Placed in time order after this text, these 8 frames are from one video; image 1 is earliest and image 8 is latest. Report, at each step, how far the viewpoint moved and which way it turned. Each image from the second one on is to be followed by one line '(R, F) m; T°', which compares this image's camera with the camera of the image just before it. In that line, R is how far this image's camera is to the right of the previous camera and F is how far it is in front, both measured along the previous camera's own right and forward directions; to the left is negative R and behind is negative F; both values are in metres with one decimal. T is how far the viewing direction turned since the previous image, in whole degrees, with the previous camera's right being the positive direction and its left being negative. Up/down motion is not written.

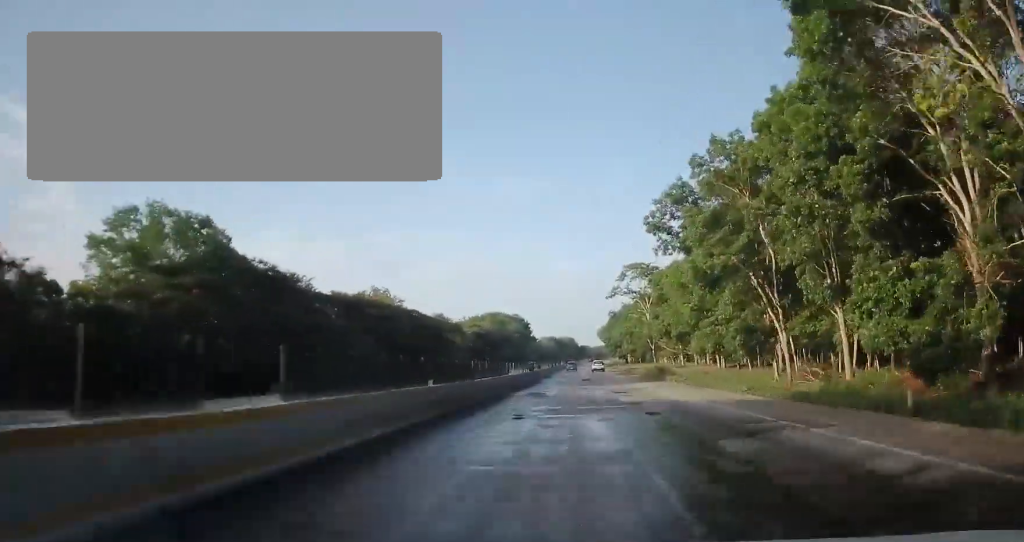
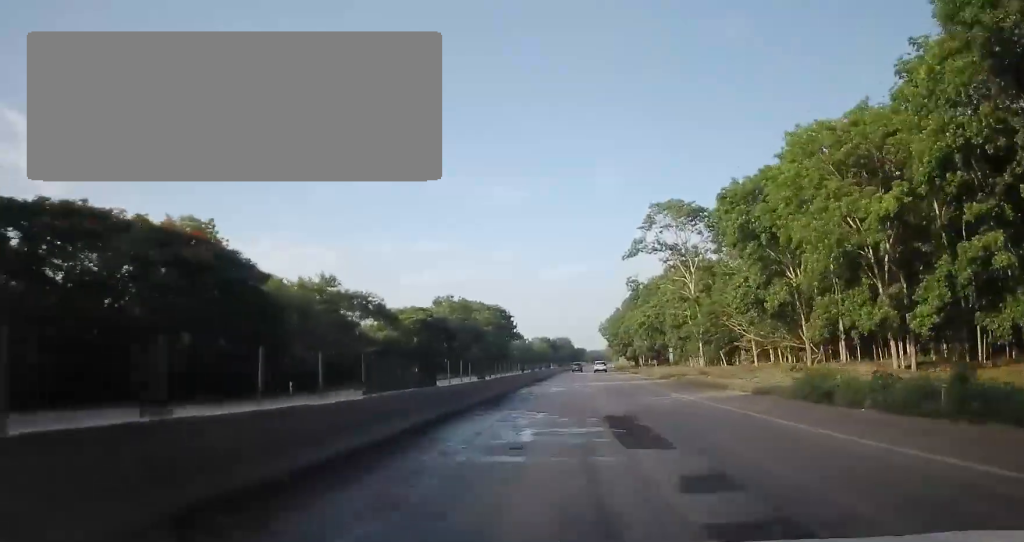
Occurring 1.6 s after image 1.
(+0.1, +42.4) m; -2°
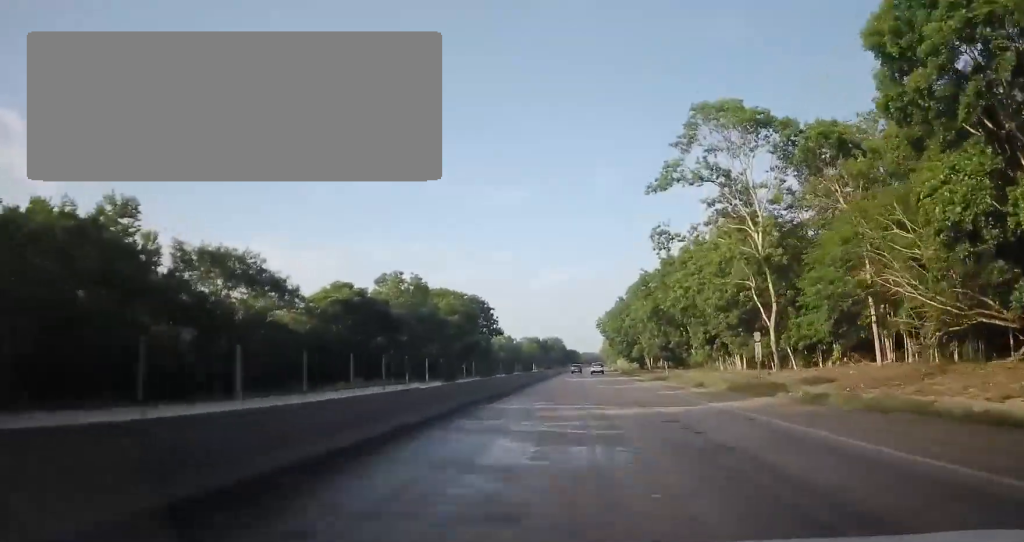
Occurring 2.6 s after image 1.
(-0.5, +25.2) m; 0°
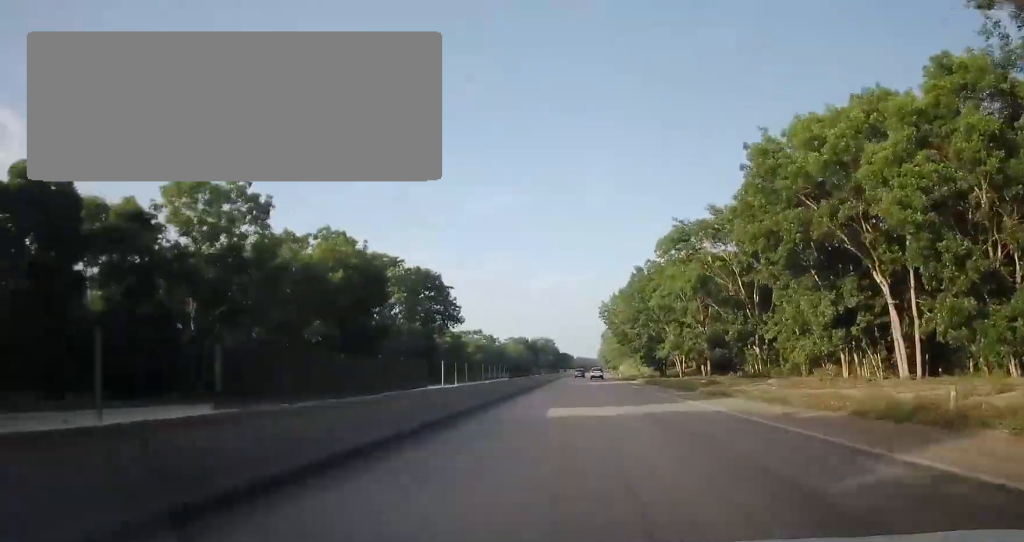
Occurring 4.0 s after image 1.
(+1.3, +37.8) m; +2°
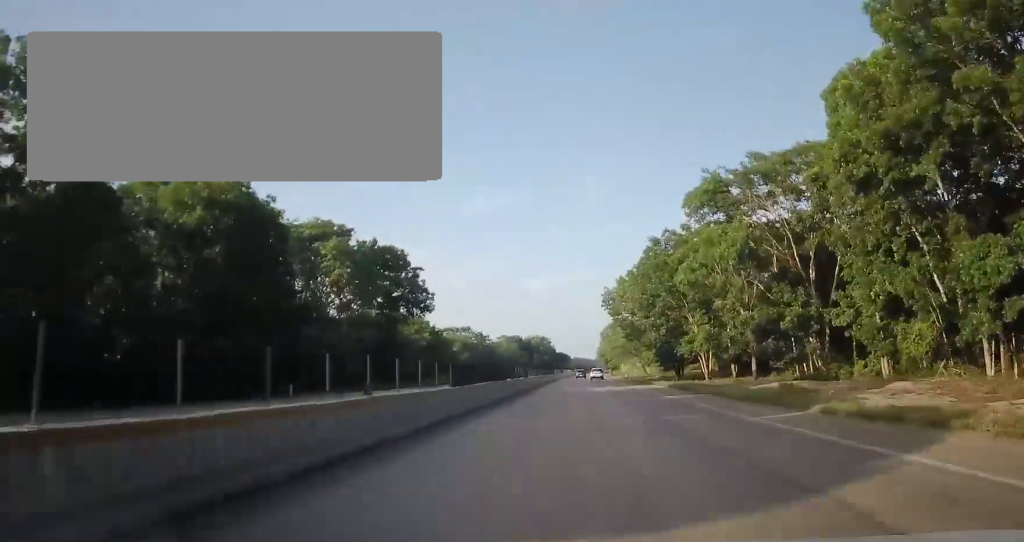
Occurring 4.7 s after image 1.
(+0.1, +16.4) m; 0°
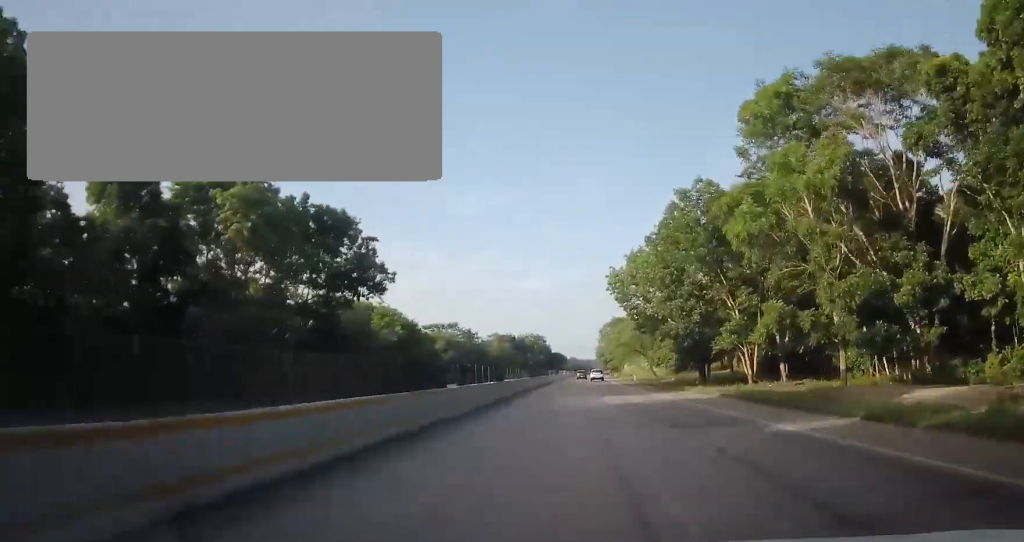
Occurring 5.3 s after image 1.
(-0.2, +16.2) m; 0°
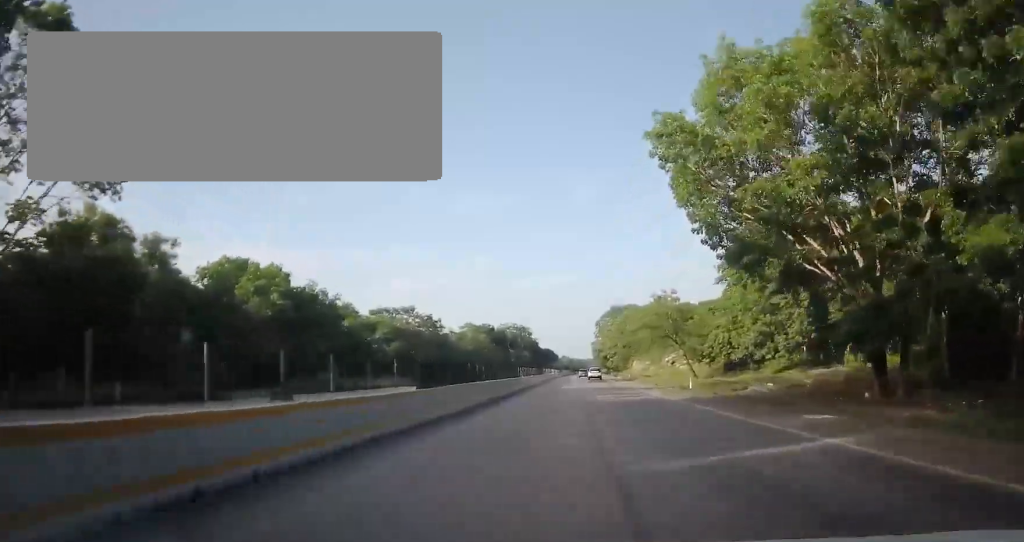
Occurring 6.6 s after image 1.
(+0.5, +37.8) m; +1°
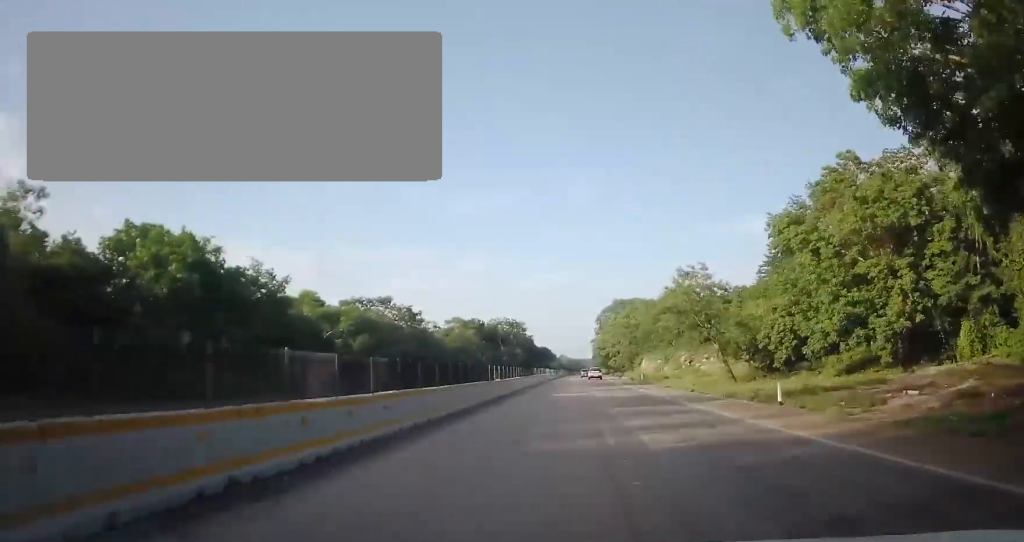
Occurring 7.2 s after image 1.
(+0.2, +15.7) m; 0°
